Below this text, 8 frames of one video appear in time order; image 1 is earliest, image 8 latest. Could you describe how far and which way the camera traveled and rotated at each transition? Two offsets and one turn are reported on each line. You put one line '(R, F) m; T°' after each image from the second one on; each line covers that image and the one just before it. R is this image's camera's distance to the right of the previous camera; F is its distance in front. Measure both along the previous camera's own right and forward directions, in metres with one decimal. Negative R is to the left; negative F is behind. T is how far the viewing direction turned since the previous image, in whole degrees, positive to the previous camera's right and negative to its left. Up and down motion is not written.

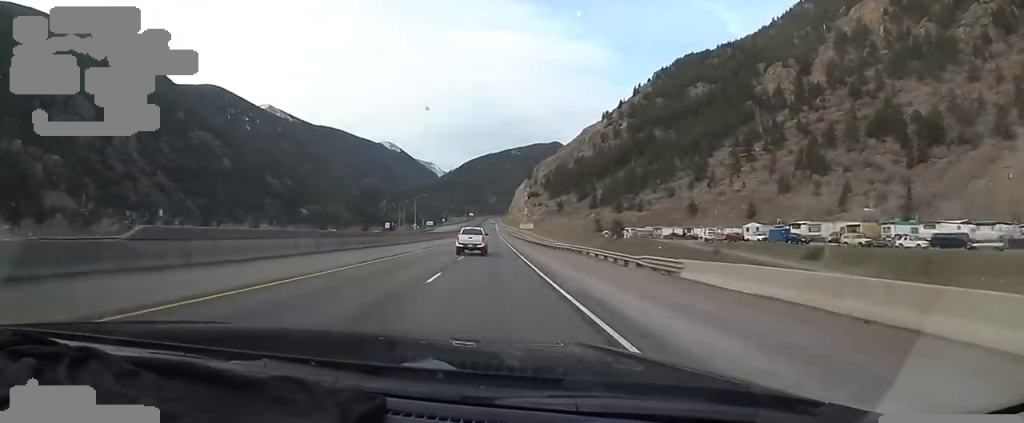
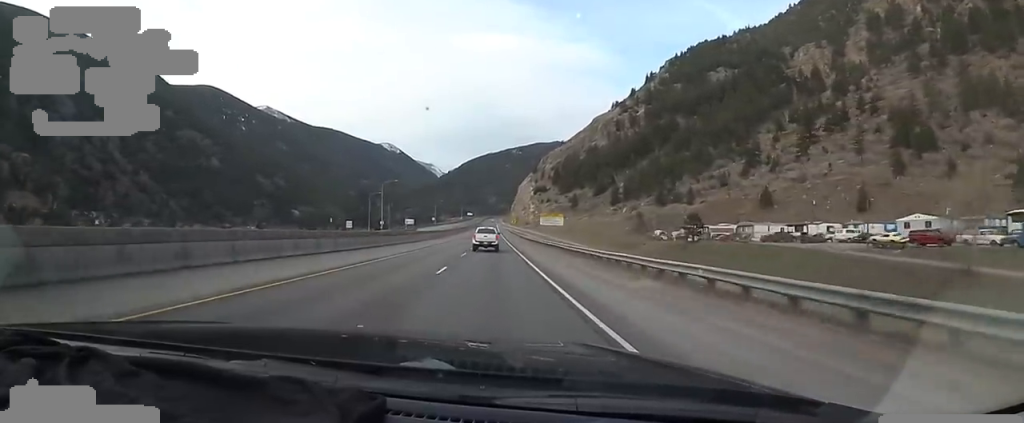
(-1.3, +46.2) m; -2°
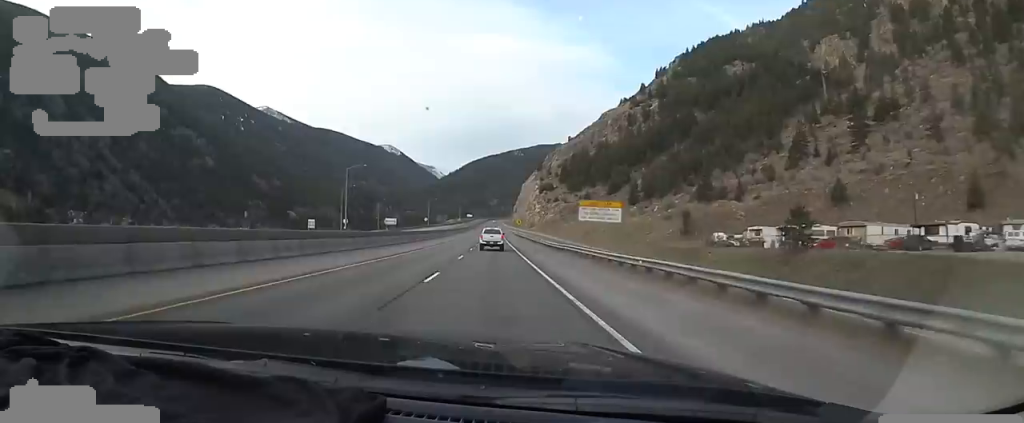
(0.0, +27.6) m; +1°
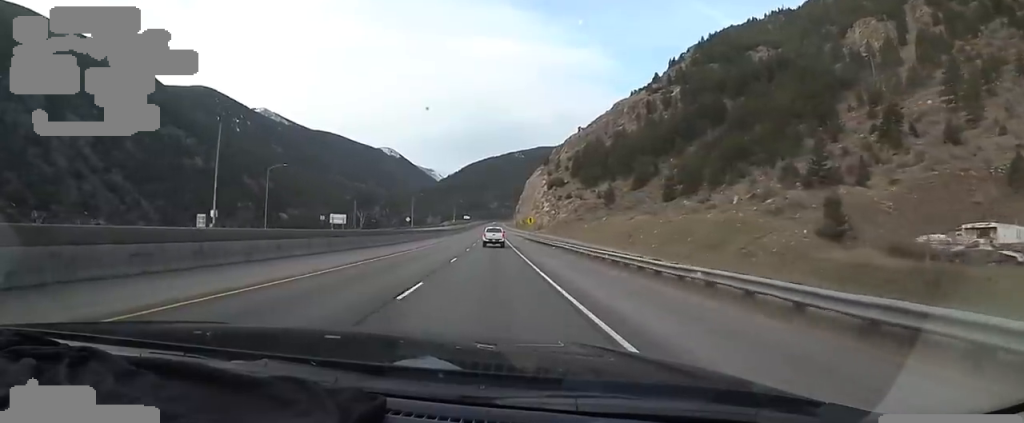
(+0.4, +40.5) m; 0°
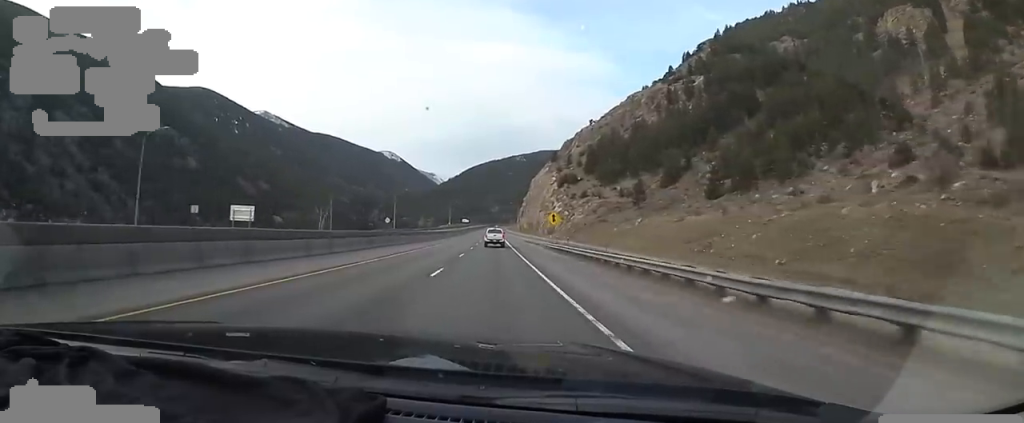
(-0.1, +31.6) m; 0°
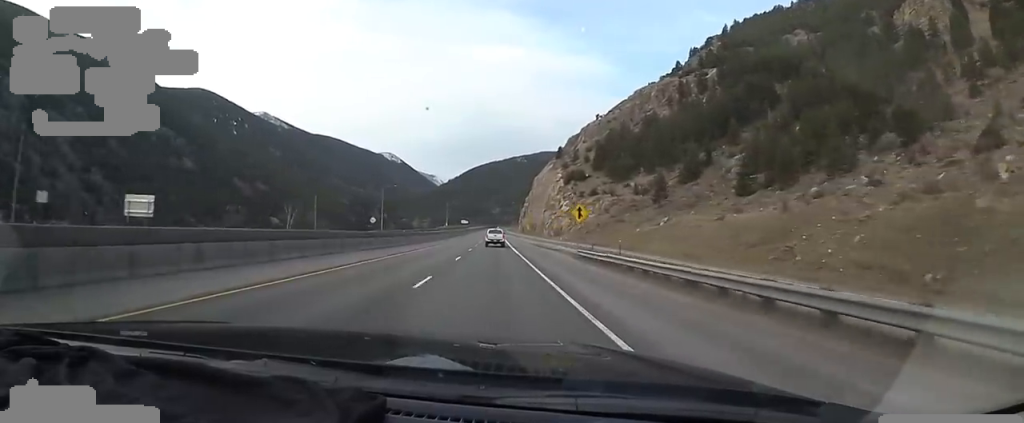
(+0.6, +15.7) m; 0°
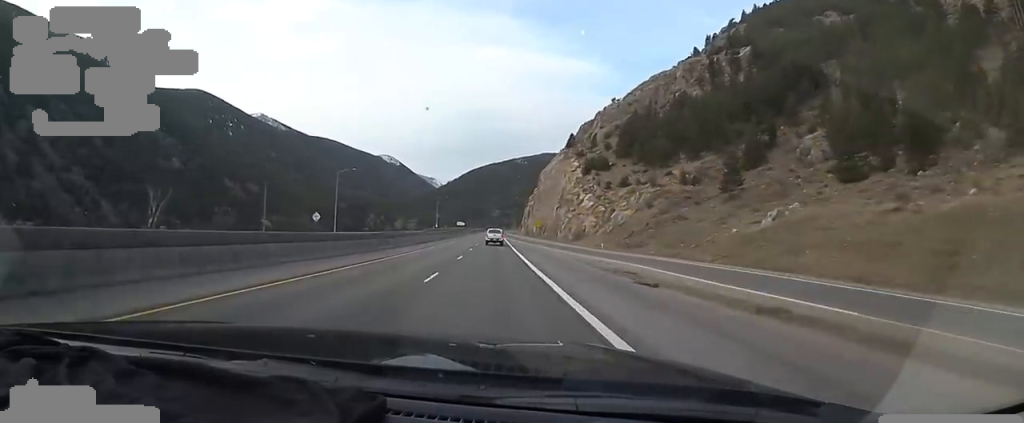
(-1.1, +35.2) m; -2°
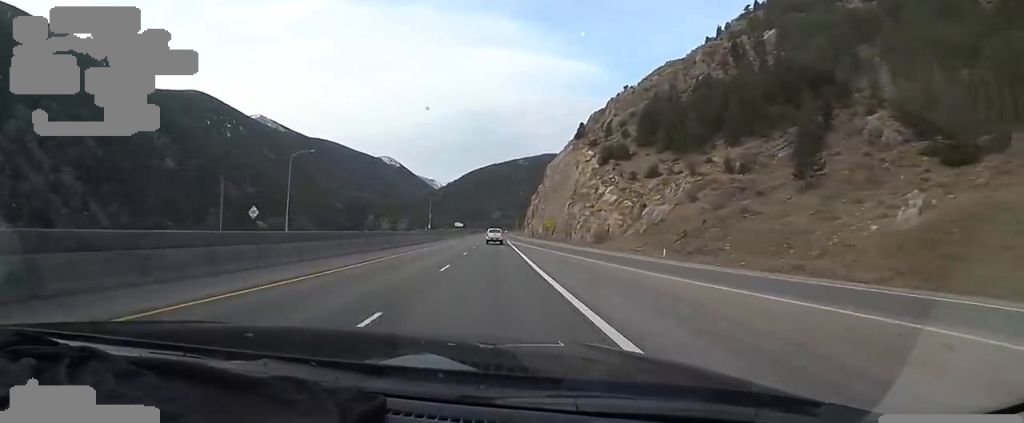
(0.0, +20.5) m; +1°
